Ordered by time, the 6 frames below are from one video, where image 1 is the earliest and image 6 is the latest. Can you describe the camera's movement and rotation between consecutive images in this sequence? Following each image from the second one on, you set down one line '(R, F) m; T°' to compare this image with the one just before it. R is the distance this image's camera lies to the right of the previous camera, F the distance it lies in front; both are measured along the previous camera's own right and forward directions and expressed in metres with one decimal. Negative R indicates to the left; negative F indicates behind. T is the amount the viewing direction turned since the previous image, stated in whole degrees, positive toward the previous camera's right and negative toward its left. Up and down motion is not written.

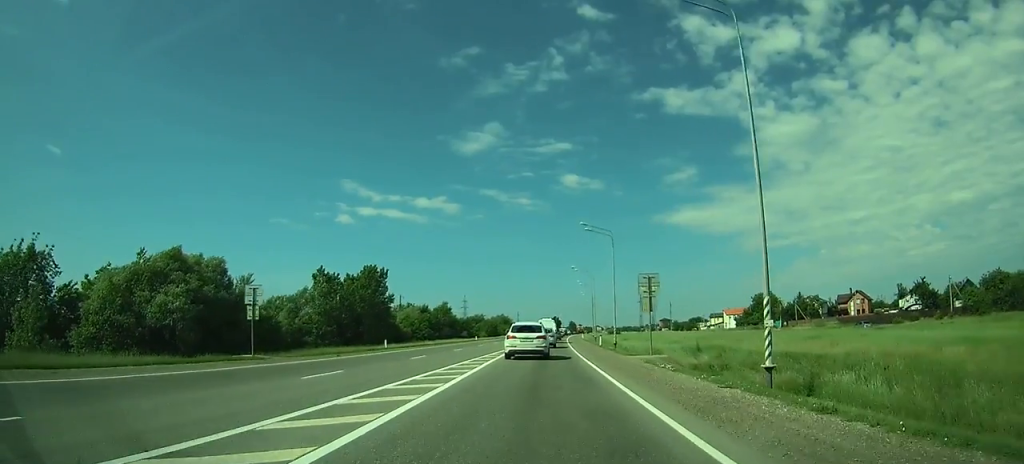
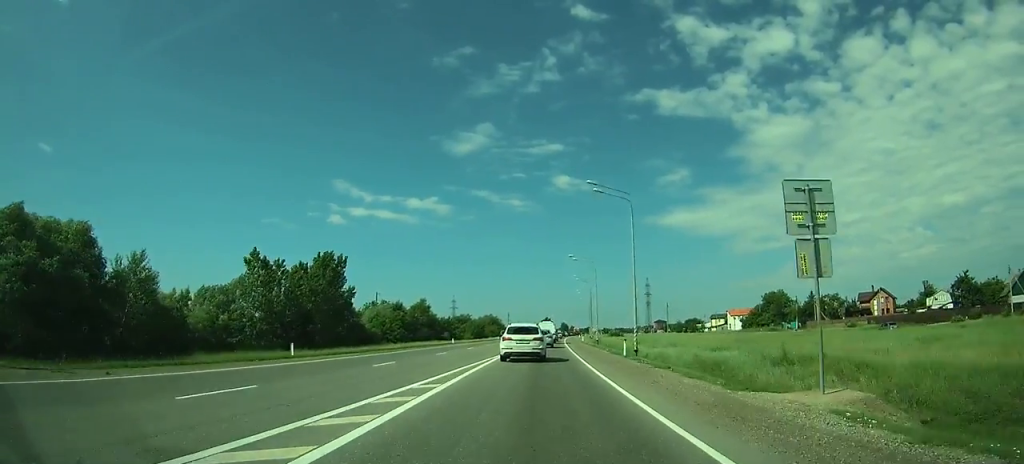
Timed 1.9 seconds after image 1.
(+0.1, +18.2) m; 0°
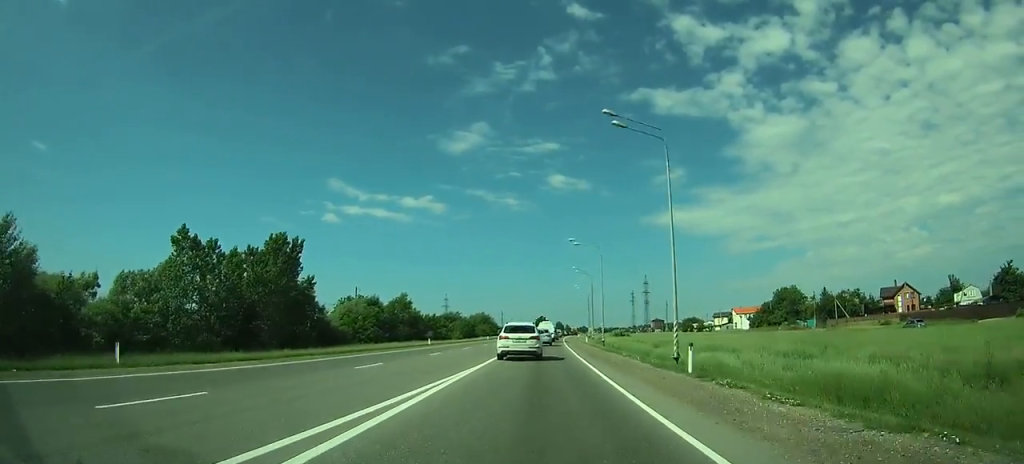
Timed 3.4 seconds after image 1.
(+0.1, +14.4) m; 0°
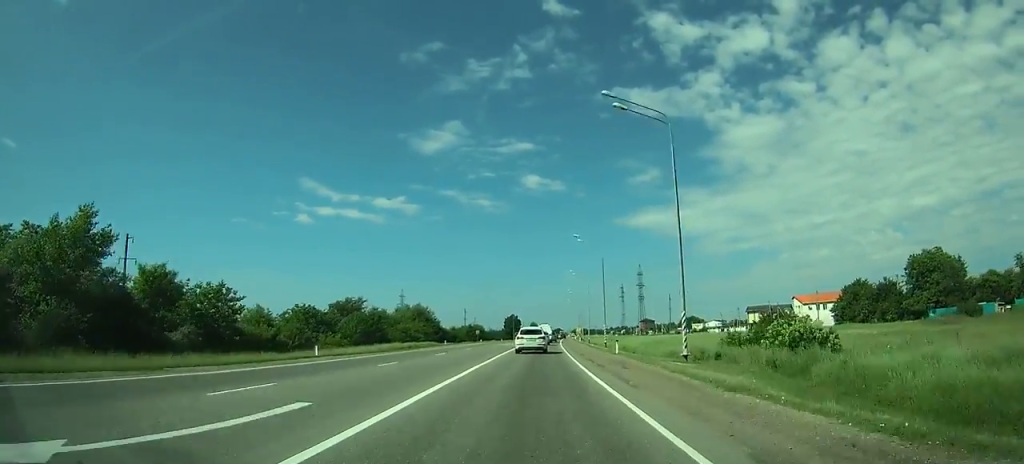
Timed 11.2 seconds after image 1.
(+1.0, +77.5) m; +2°
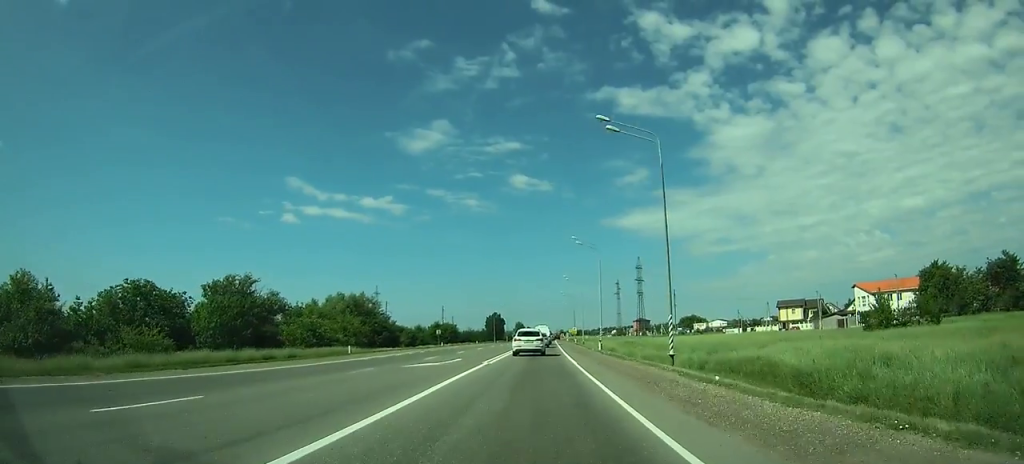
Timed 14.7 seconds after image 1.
(+0.4, +37.9) m; +1°
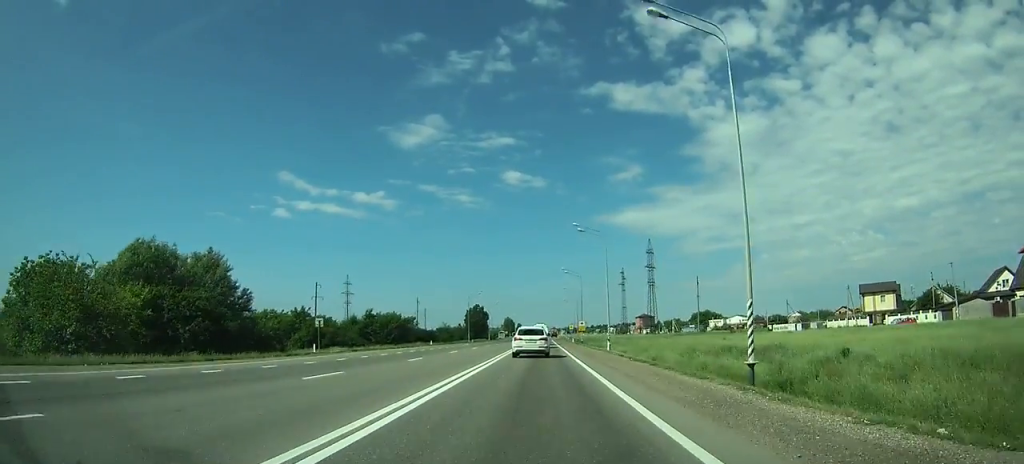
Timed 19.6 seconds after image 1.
(+0.5, +52.9) m; +1°
